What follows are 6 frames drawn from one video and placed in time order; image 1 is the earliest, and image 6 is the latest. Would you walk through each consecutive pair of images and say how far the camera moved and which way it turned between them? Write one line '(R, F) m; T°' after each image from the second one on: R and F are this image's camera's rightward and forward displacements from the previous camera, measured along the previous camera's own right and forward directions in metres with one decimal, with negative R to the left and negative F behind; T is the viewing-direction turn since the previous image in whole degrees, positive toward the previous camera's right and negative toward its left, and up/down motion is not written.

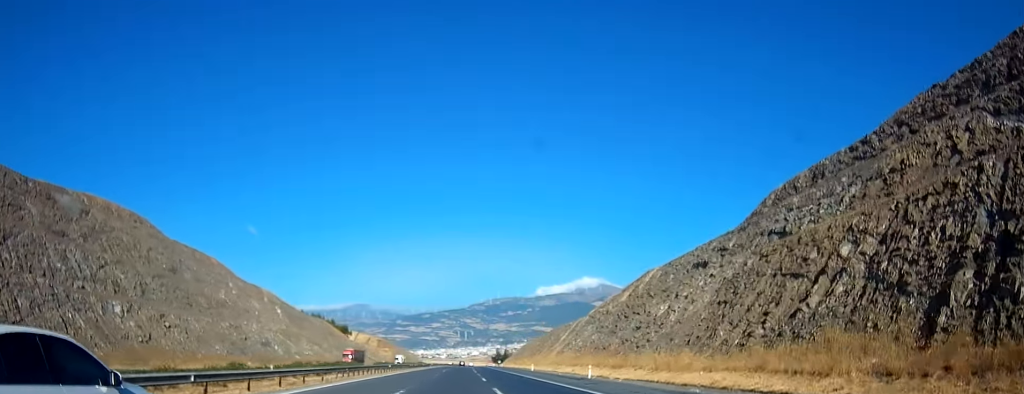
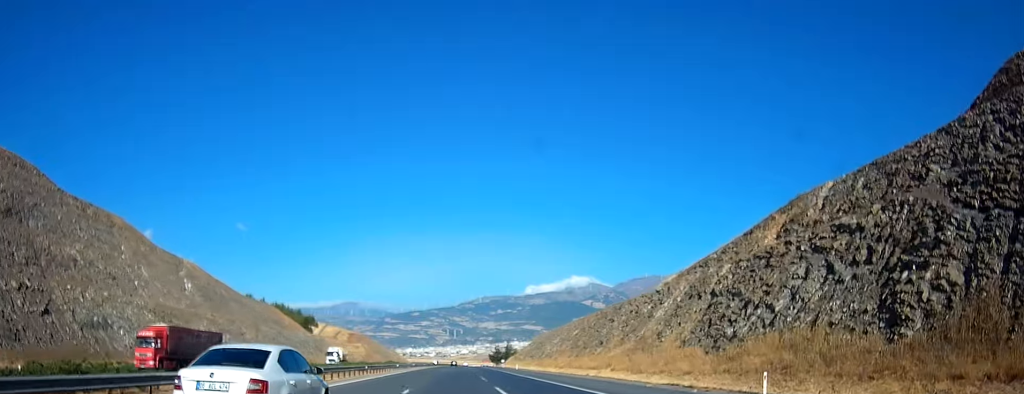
(+0.8, +63.9) m; +1°
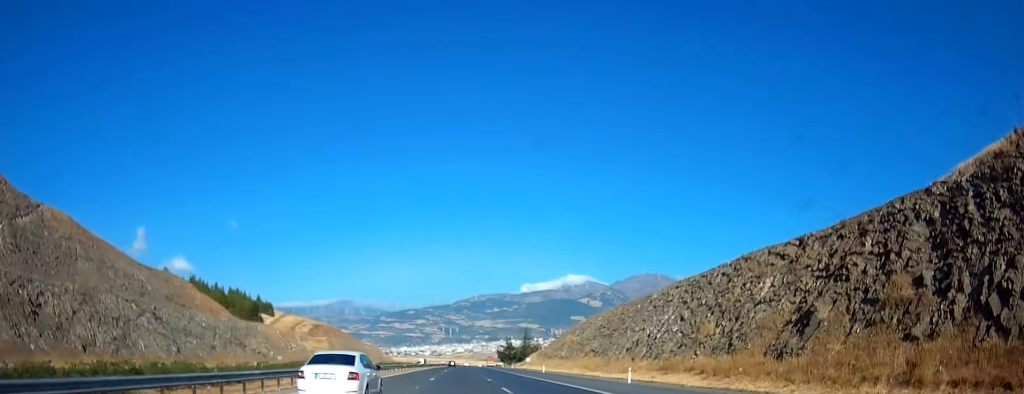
(-0.8, +67.6) m; -1°
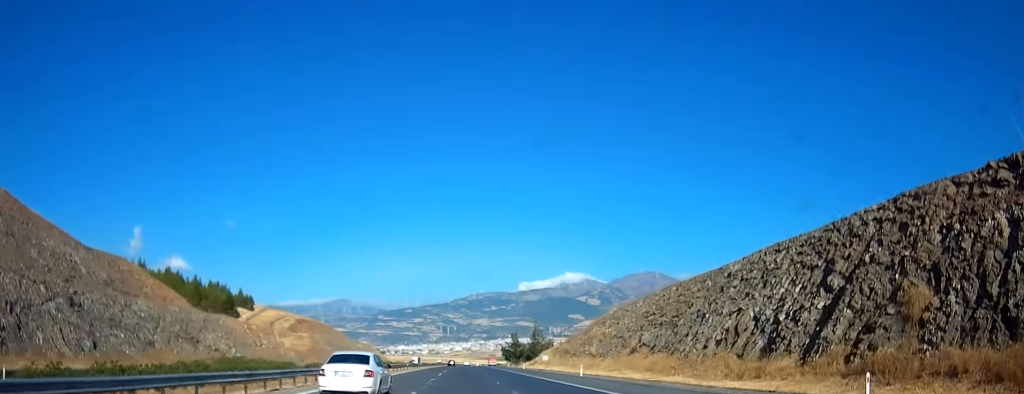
(+0.3, +22.2) m; 0°
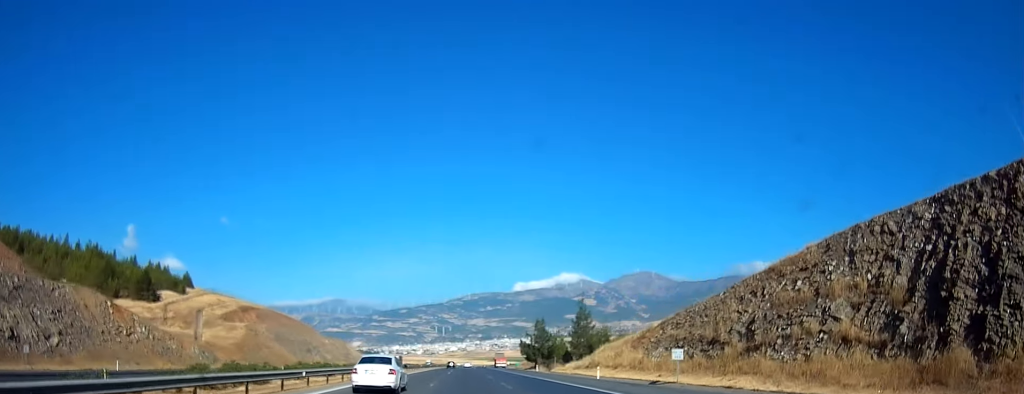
(+0.4, +52.9) m; +1°
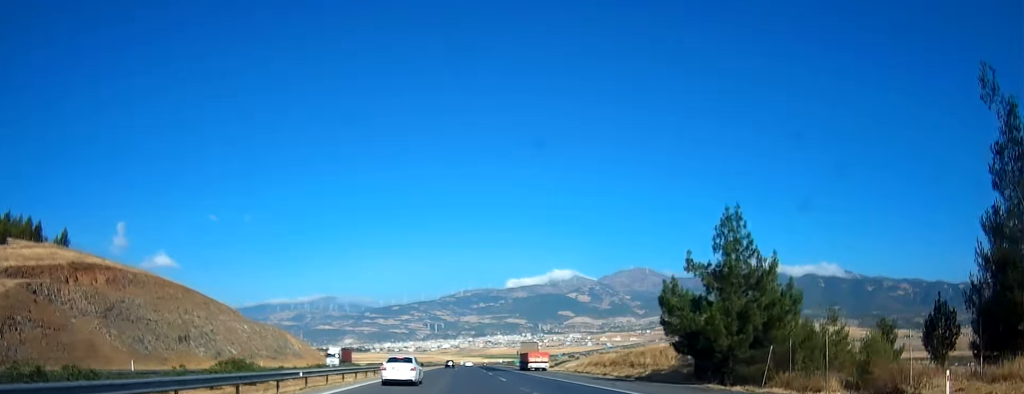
(+1.0, +73.9) m; 0°
